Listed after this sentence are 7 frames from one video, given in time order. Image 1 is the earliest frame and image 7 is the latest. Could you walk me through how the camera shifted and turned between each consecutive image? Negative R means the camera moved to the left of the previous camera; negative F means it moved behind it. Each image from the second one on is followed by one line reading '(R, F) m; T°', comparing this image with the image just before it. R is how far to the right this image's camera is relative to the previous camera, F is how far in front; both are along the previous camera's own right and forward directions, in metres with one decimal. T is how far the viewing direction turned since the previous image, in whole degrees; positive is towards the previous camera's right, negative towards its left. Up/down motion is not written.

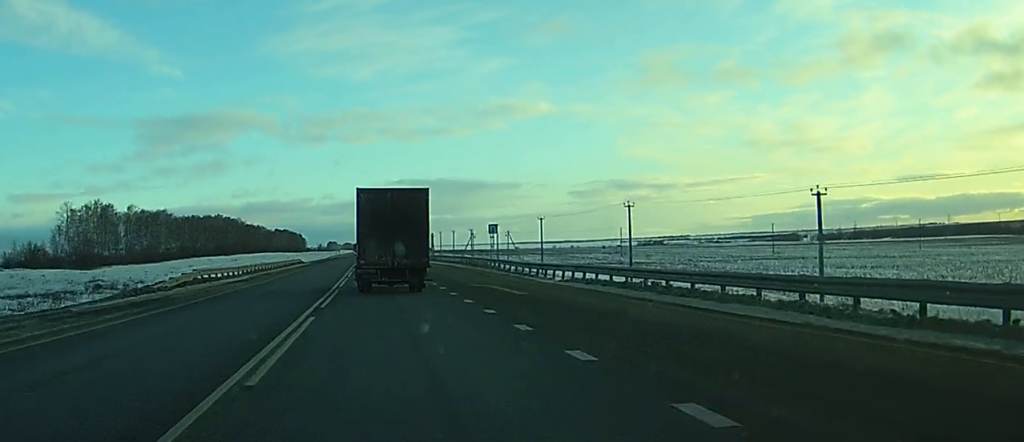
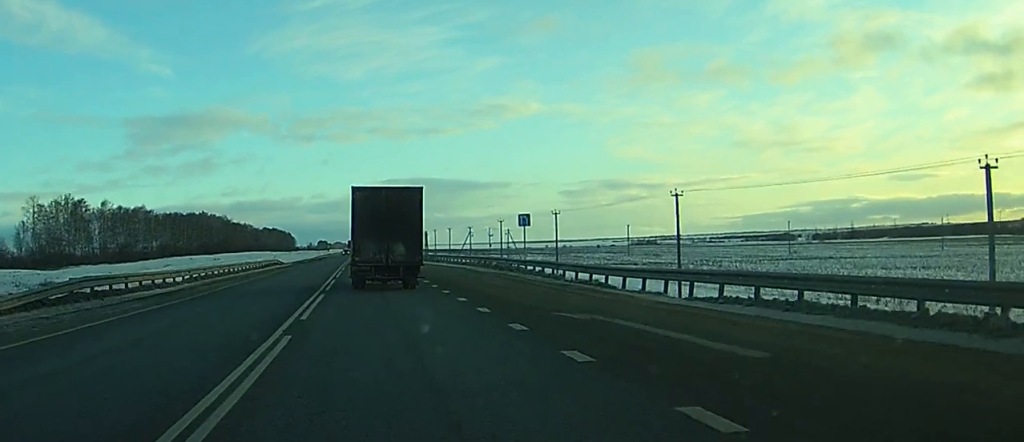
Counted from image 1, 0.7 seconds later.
(0.0, +16.3) m; 0°
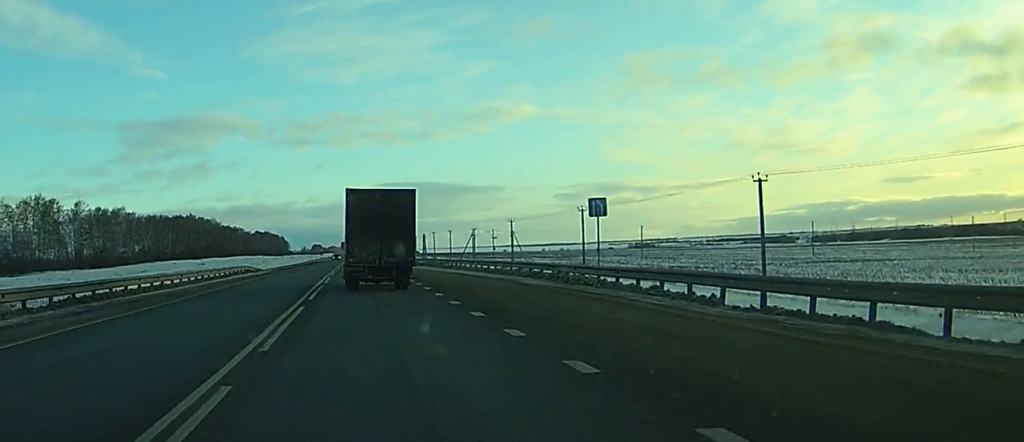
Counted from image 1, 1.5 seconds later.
(0.0, +16.9) m; 0°
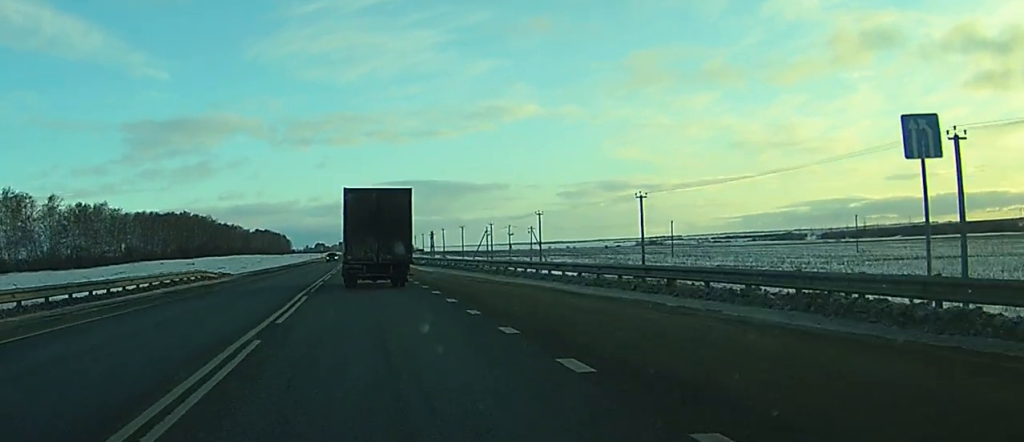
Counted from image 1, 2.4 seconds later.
(+0.1, +20.3) m; 0°
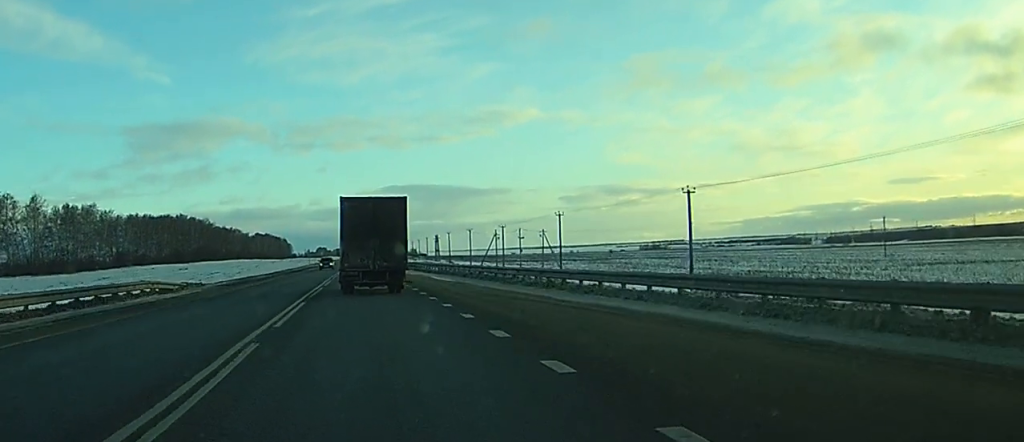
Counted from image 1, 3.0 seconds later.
(0.0, +11.5) m; 0°
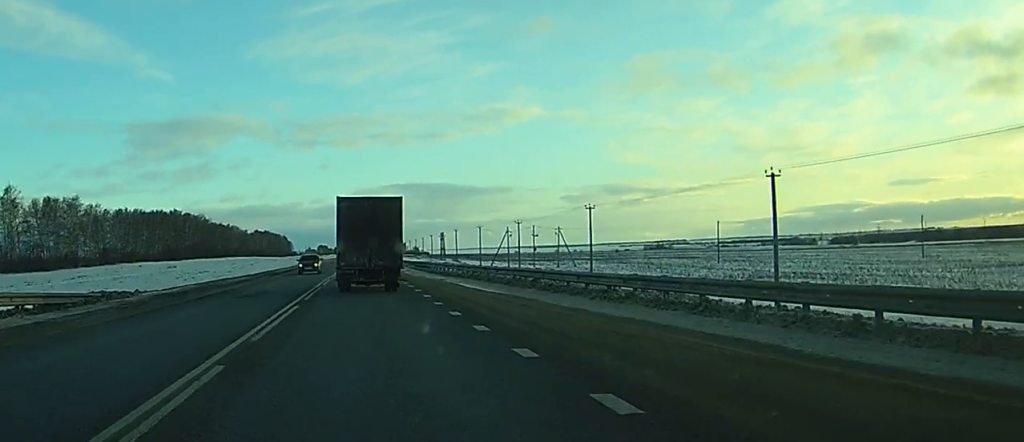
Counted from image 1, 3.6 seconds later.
(0.0, +14.3) m; 0°
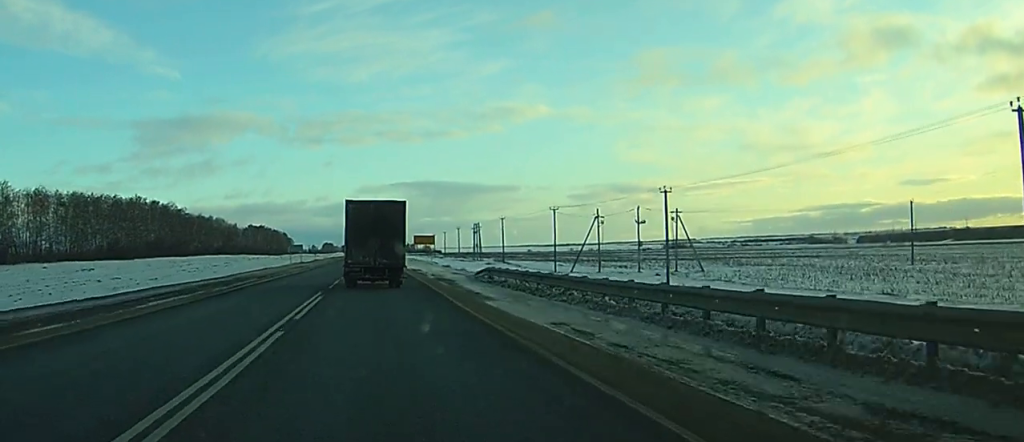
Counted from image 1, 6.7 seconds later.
(-0.5, +66.8) m; -1°
